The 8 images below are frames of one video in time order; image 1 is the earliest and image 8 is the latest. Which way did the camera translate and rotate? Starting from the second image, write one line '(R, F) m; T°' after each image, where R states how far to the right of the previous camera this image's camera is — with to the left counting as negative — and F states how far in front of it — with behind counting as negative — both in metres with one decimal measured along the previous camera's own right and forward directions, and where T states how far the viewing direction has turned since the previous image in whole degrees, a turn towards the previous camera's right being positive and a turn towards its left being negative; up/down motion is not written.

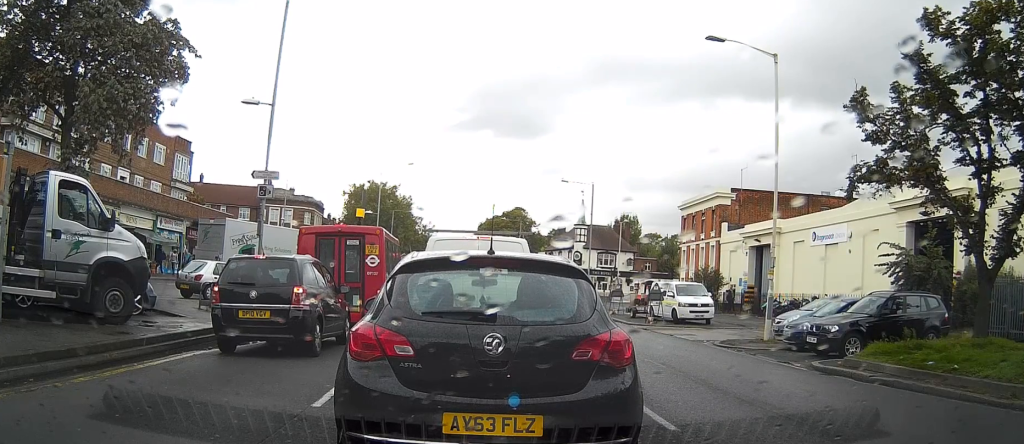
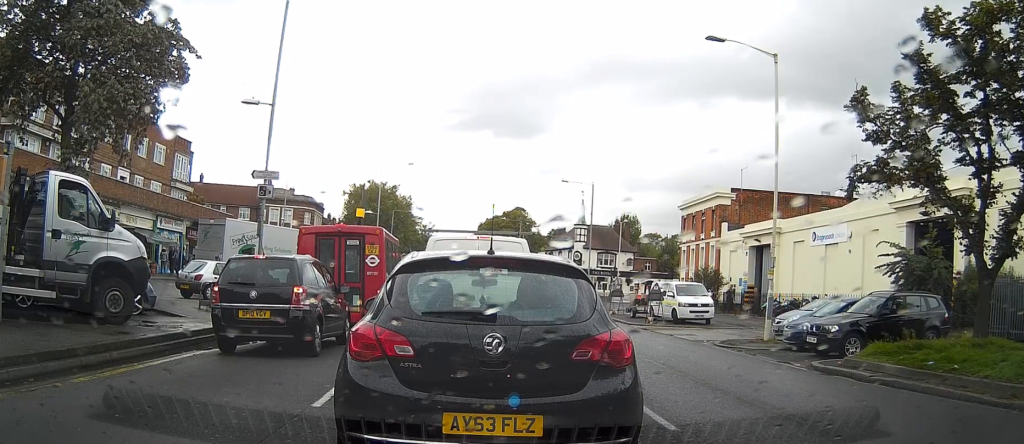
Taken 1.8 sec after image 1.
(0.0, 0.0) m; 0°
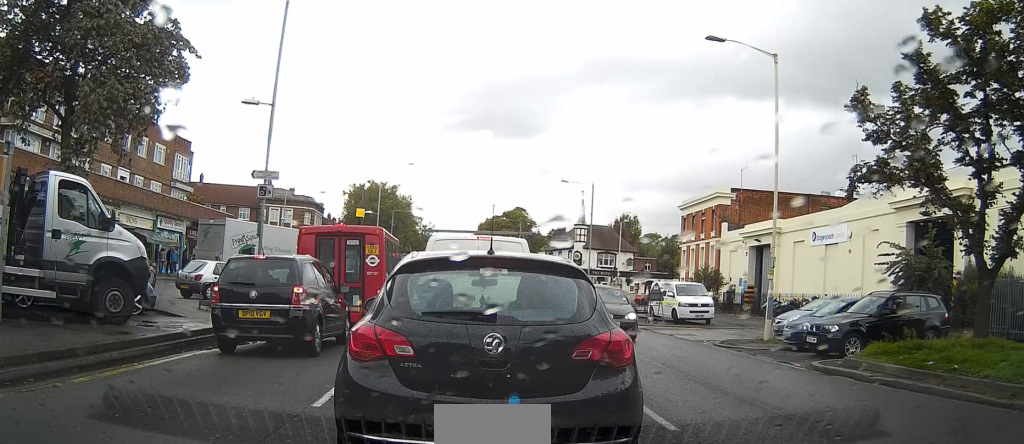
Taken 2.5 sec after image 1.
(0.0, 0.0) m; 0°
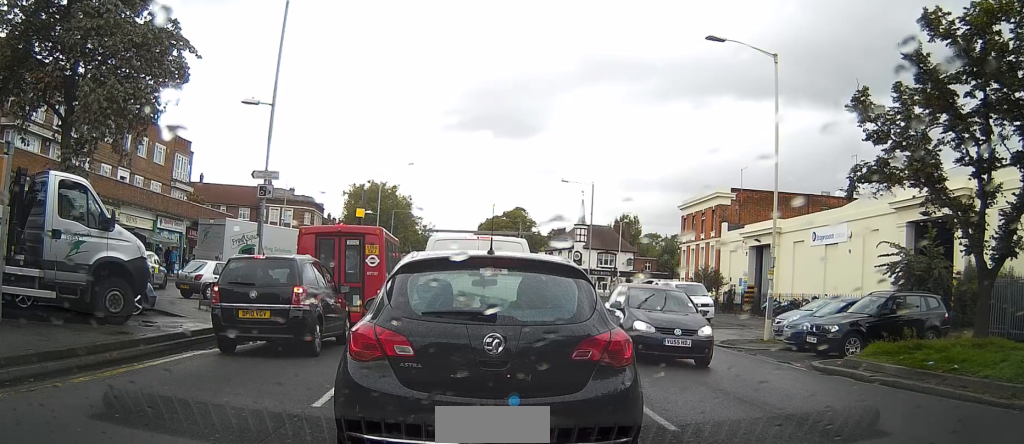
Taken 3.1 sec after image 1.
(0.0, 0.0) m; 0°
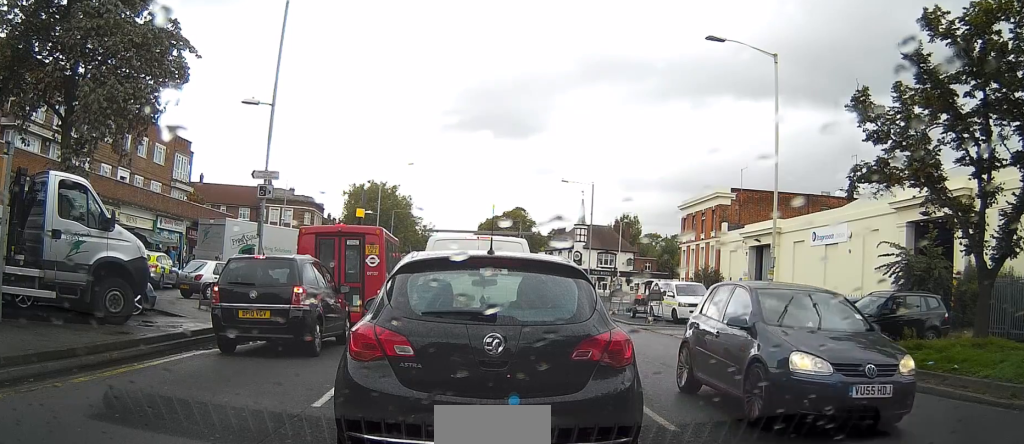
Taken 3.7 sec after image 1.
(0.0, 0.0) m; 0°
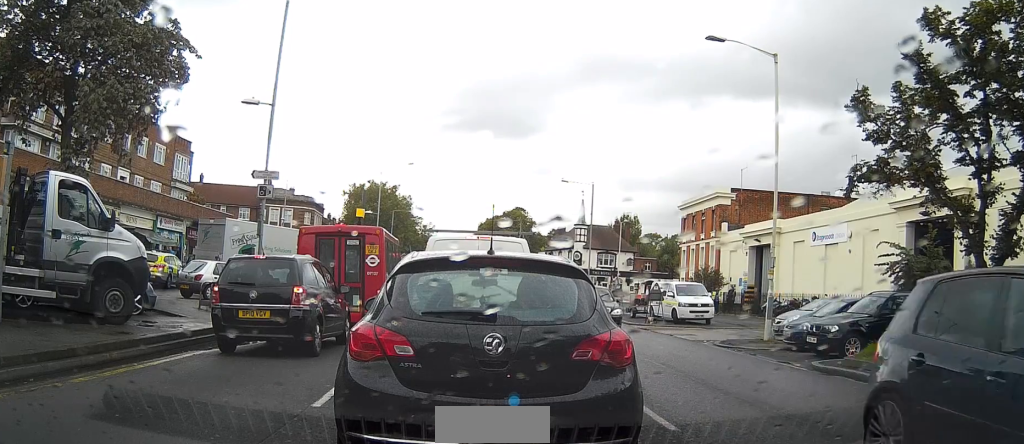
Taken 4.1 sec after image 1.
(0.0, 0.0) m; 0°
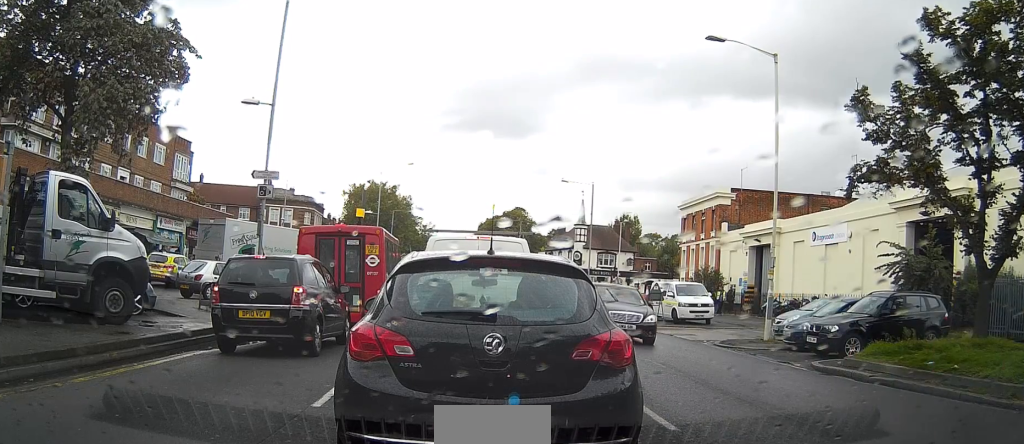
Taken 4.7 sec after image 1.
(0.0, 0.0) m; 0°
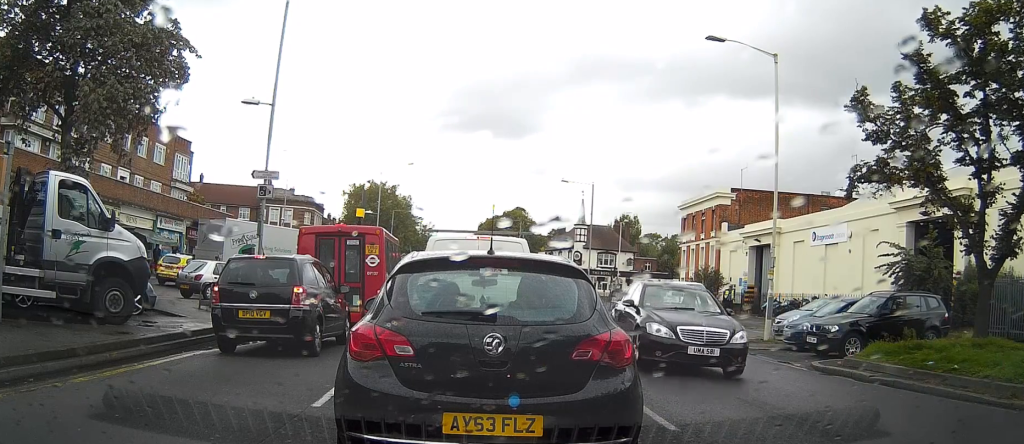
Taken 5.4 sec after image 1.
(0.0, 0.0) m; 0°
